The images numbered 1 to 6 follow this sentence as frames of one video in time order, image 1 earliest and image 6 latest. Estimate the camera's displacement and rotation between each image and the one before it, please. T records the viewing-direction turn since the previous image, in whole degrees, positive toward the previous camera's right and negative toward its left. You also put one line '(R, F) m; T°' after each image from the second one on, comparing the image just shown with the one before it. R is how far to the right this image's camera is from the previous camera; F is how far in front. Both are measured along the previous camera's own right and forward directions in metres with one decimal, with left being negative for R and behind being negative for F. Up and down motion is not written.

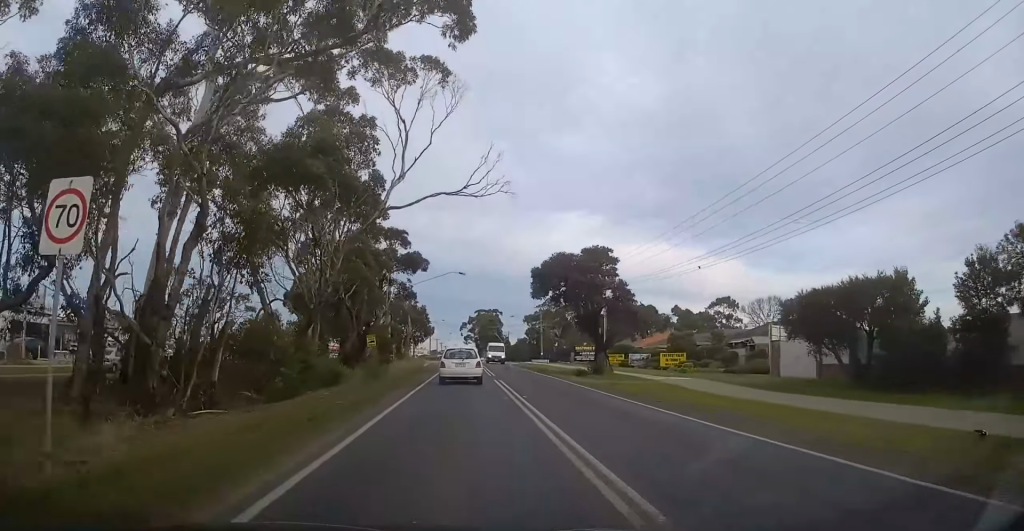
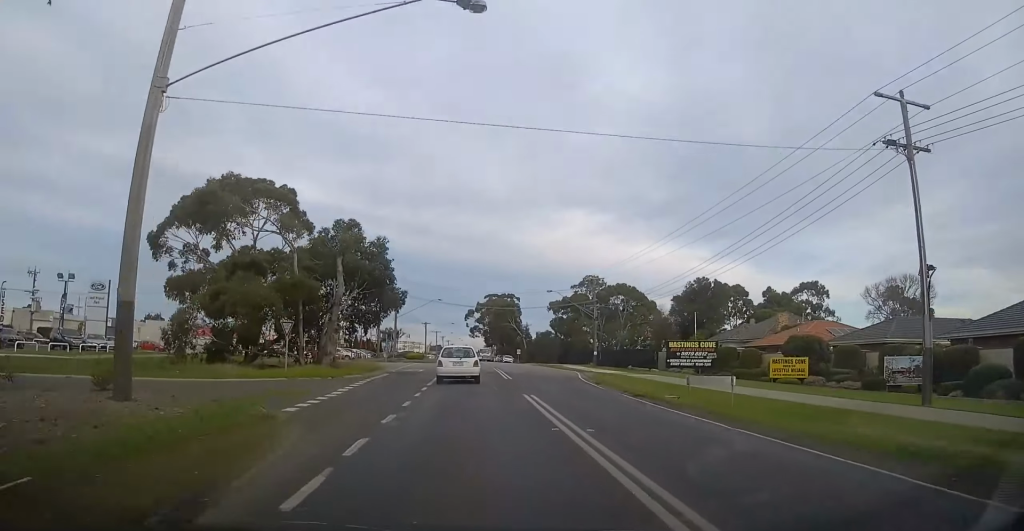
(-1.2, +46.6) m; -2°
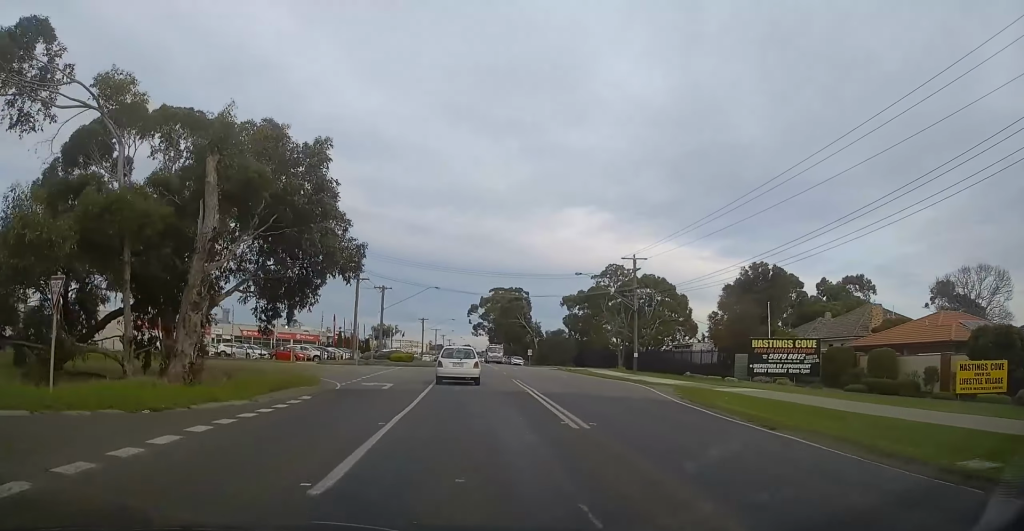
(+0.4, +17.5) m; +1°
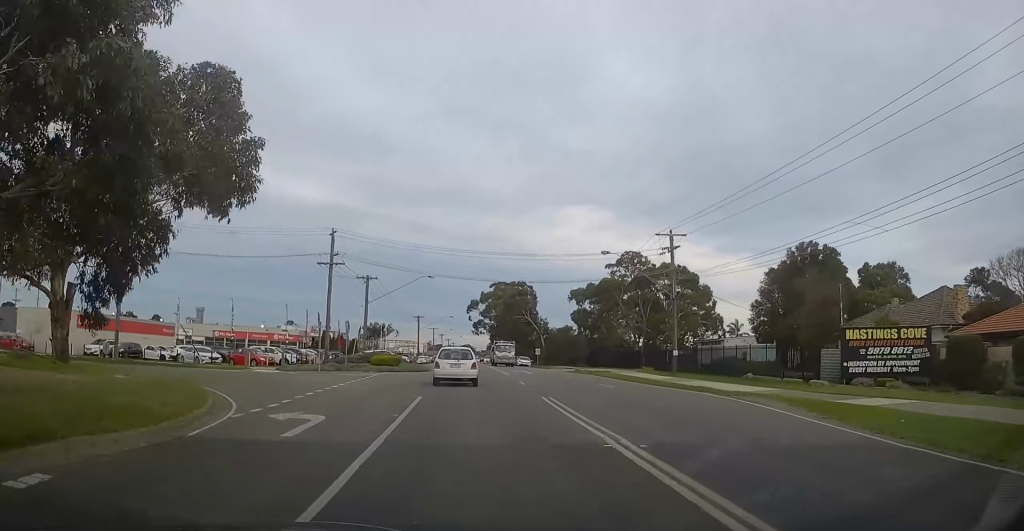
(+0.1, +11.4) m; +1°
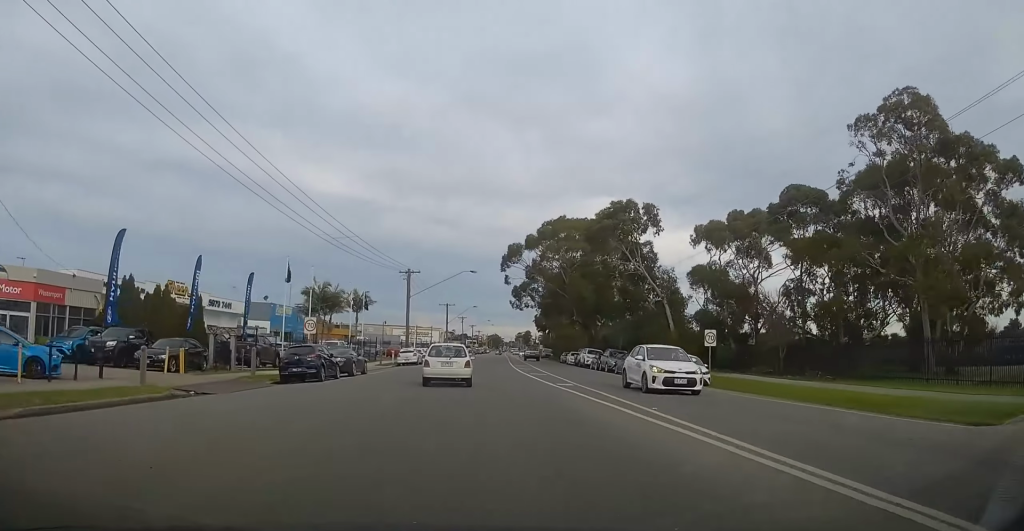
(-1.7, +60.1) m; -4°
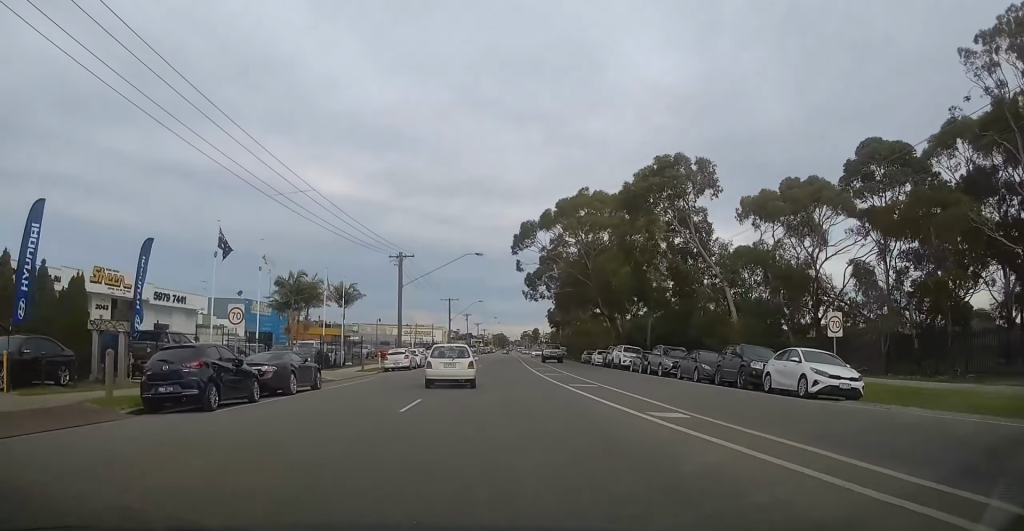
(0.0, +11.4) m; 0°
